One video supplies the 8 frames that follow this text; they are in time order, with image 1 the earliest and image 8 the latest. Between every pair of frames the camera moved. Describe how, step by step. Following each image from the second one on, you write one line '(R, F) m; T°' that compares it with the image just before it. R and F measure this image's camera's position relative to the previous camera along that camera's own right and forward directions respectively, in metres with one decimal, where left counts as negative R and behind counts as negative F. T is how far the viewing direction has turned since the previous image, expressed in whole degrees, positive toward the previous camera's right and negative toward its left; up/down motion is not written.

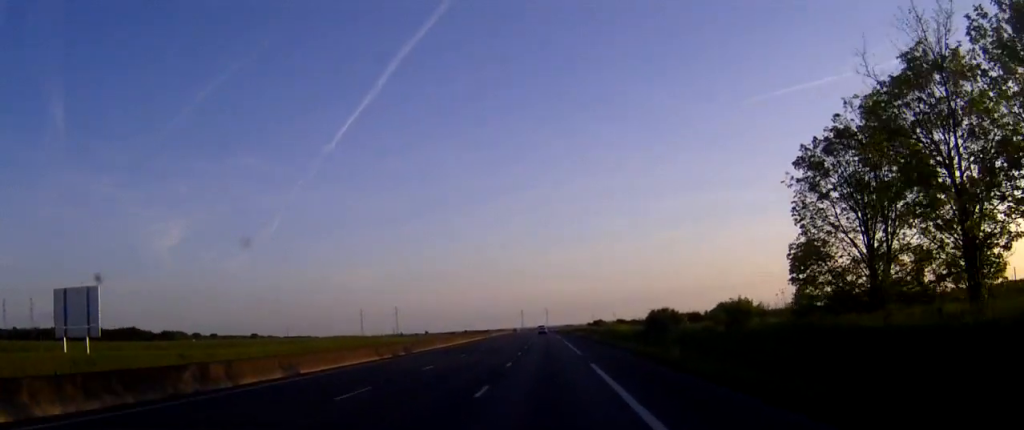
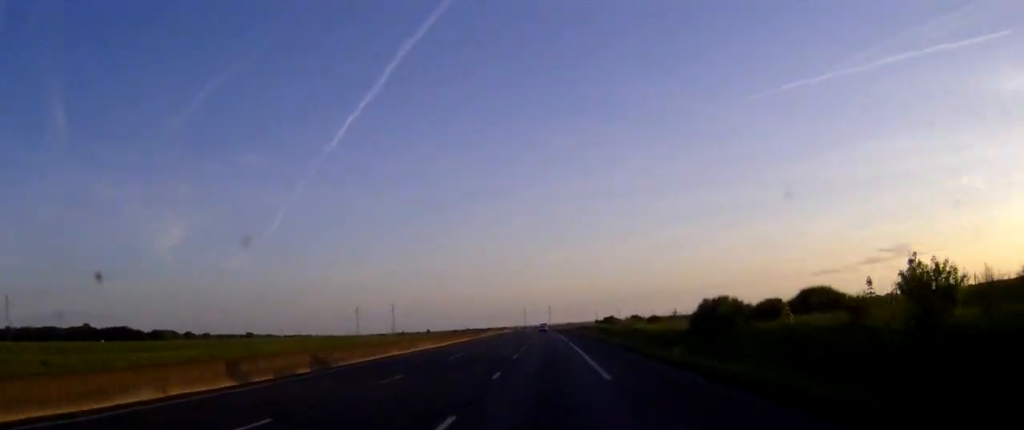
(0.0, +20.8) m; 0°
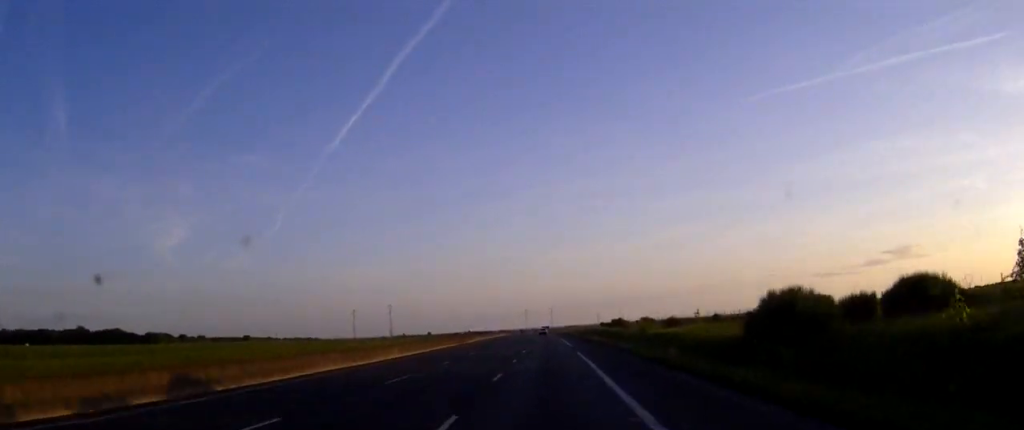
(0.0, +12.7) m; 0°
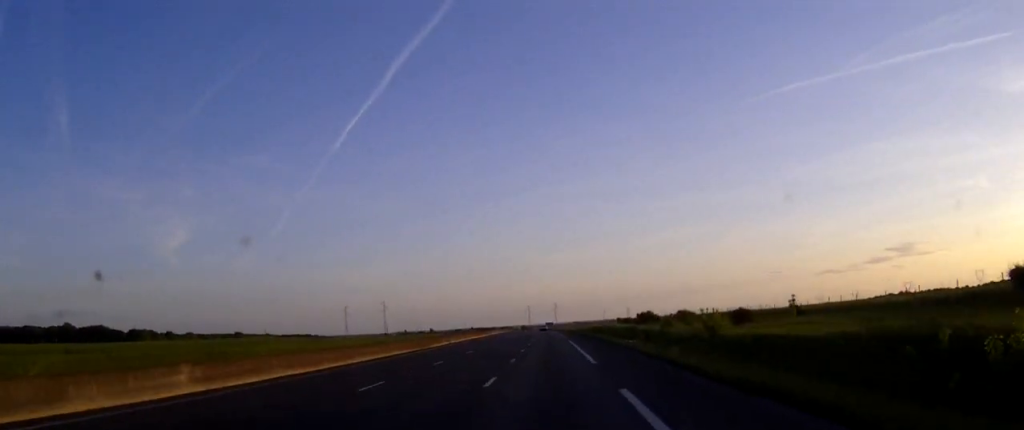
(-0.1, +29.8) m; 0°
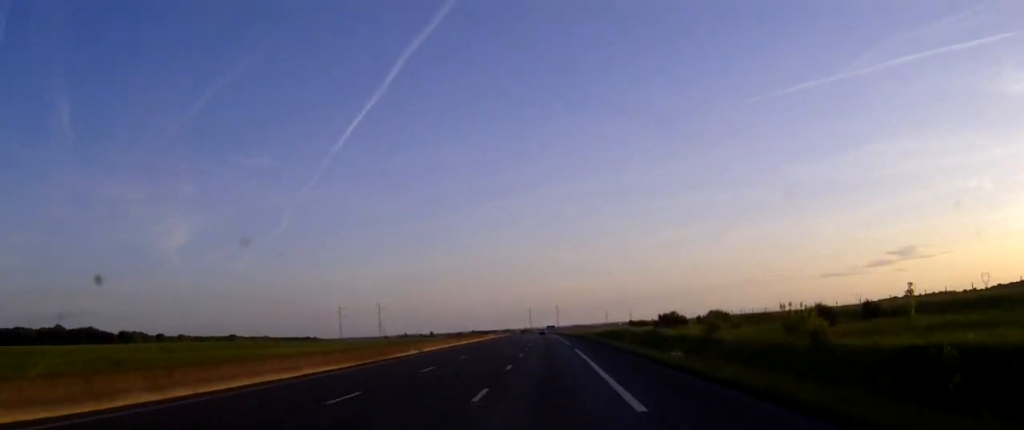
(0.0, +16.3) m; 0°
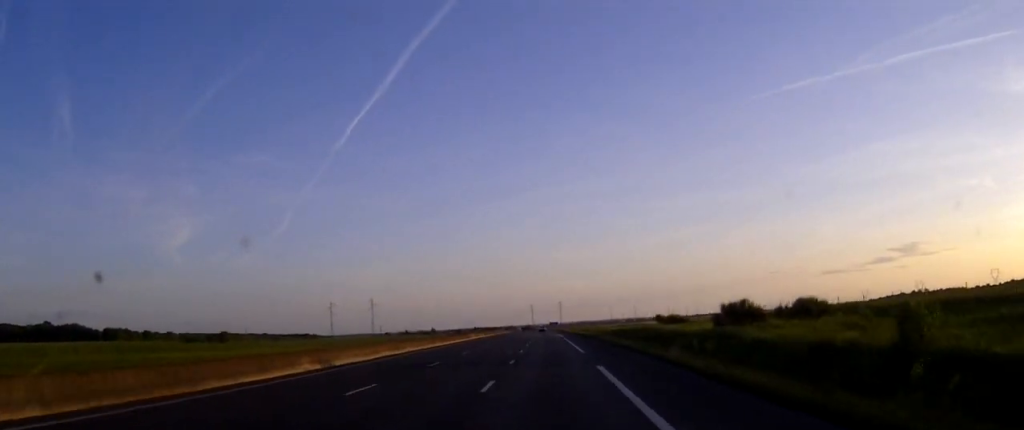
(0.0, +24.5) m; 0°
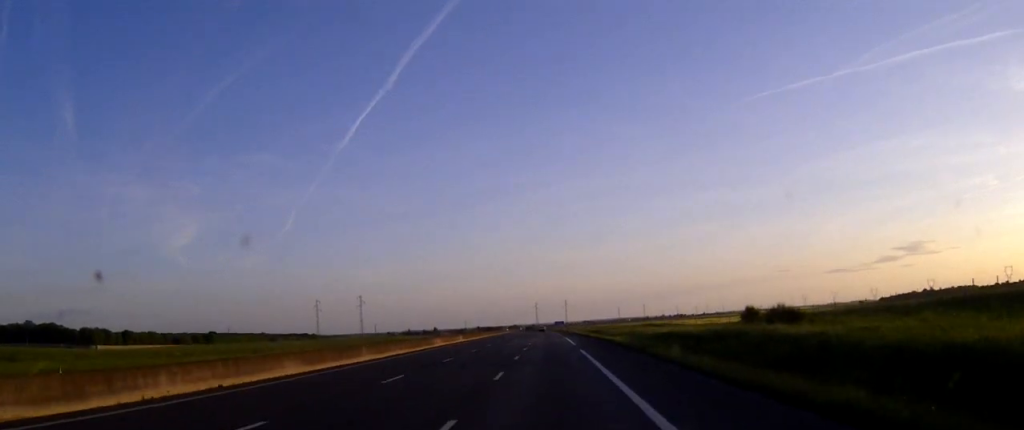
(-0.1, +35.5) m; 0°
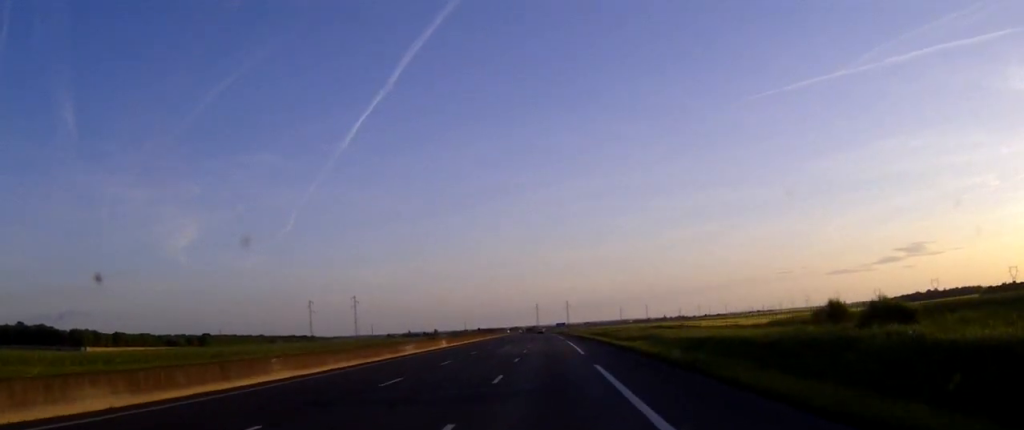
(0.0, +13.7) m; 0°
